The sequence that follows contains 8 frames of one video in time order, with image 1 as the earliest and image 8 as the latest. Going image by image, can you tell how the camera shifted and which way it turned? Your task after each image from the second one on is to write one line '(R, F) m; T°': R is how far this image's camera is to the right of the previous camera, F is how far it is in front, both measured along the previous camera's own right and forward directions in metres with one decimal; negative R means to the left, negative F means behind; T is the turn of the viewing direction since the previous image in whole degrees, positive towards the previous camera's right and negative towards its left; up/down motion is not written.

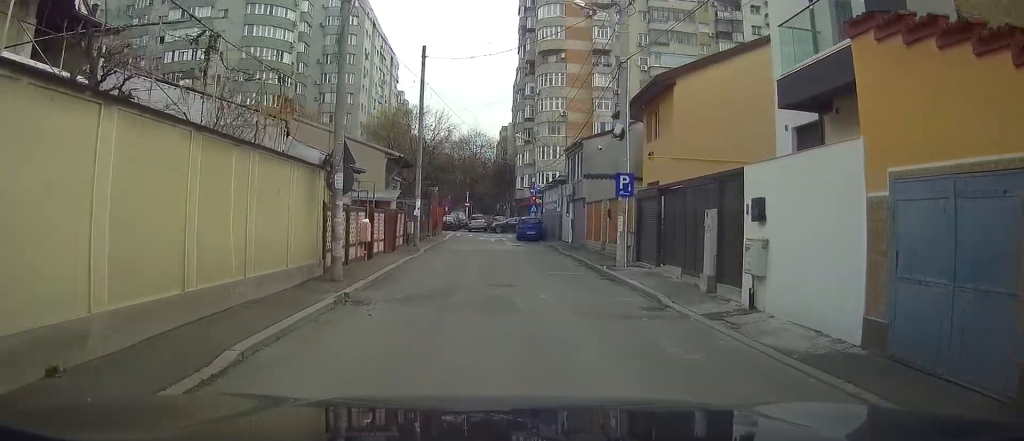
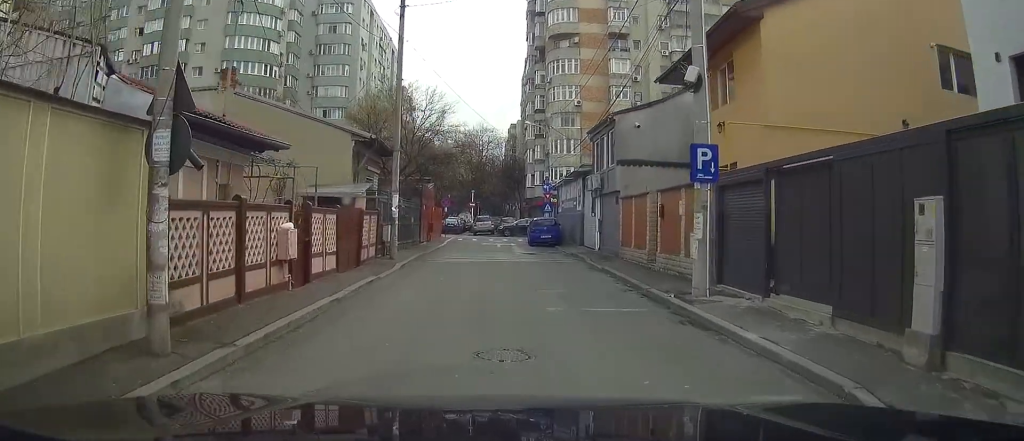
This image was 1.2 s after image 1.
(-0.2, +8.0) m; -2°
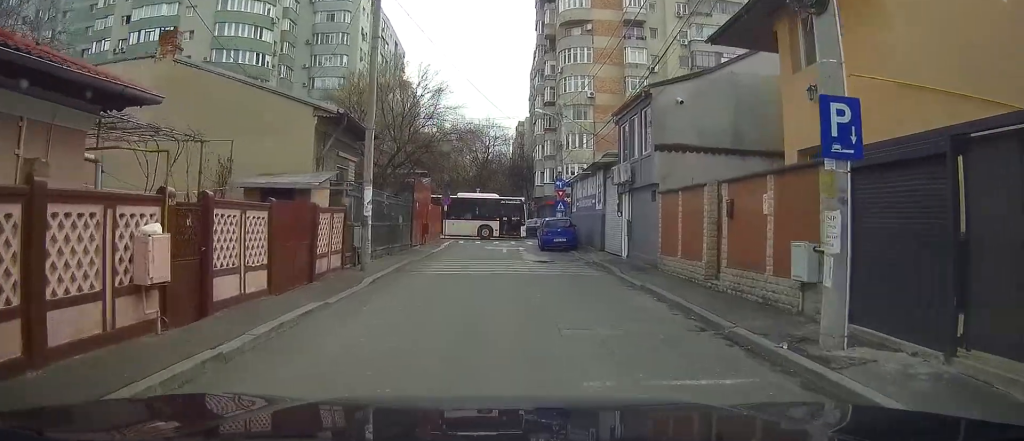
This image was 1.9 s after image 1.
(0.0, +5.3) m; 0°
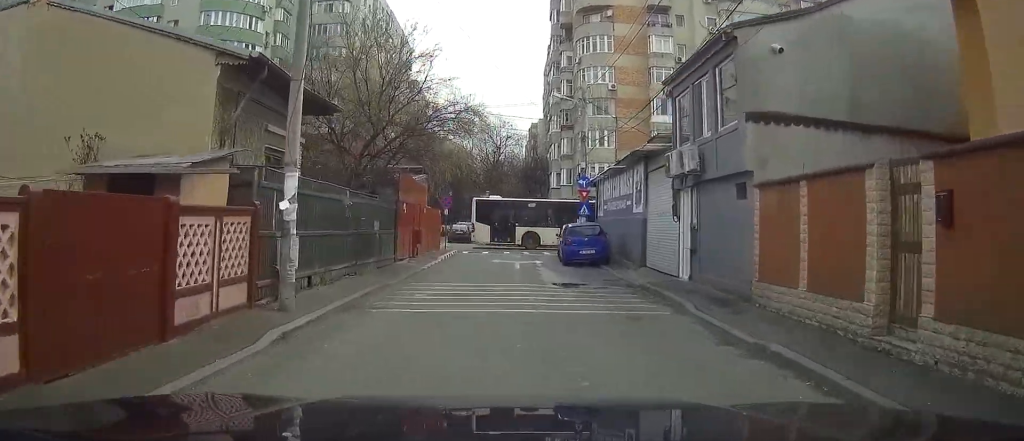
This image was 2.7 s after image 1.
(0.0, +7.0) m; -1°
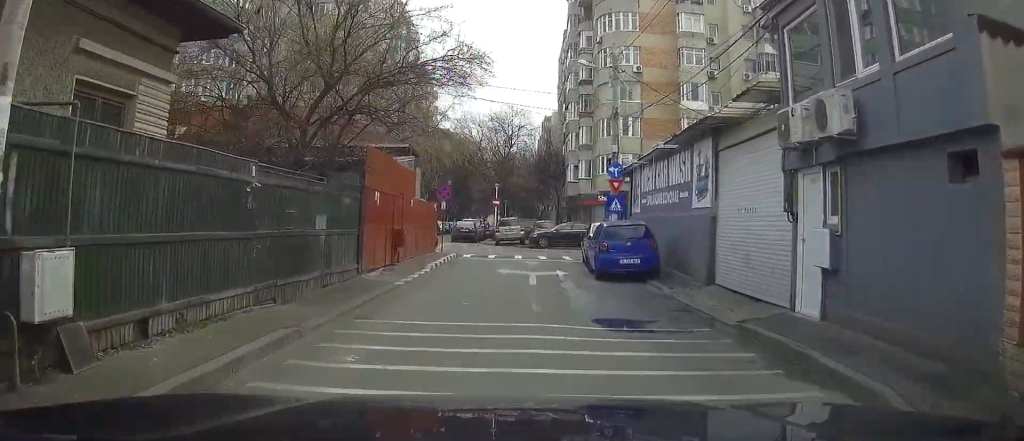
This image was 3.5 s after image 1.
(-0.1, +6.7) m; -1°
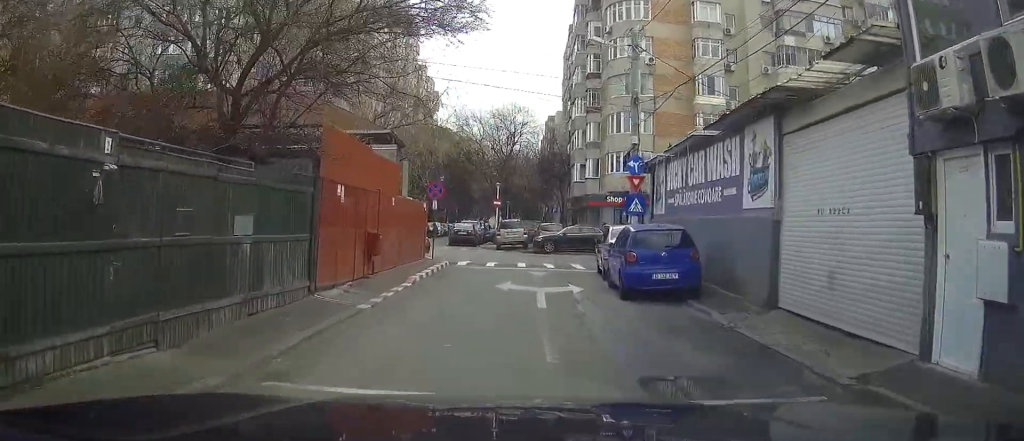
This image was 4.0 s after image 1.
(0.0, +3.8) m; 0°
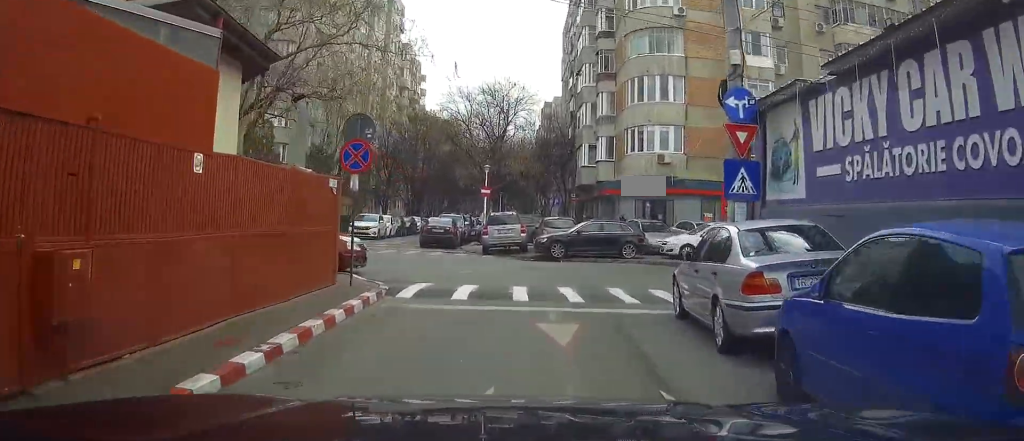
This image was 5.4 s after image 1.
(+0.2, +10.8) m; +2°
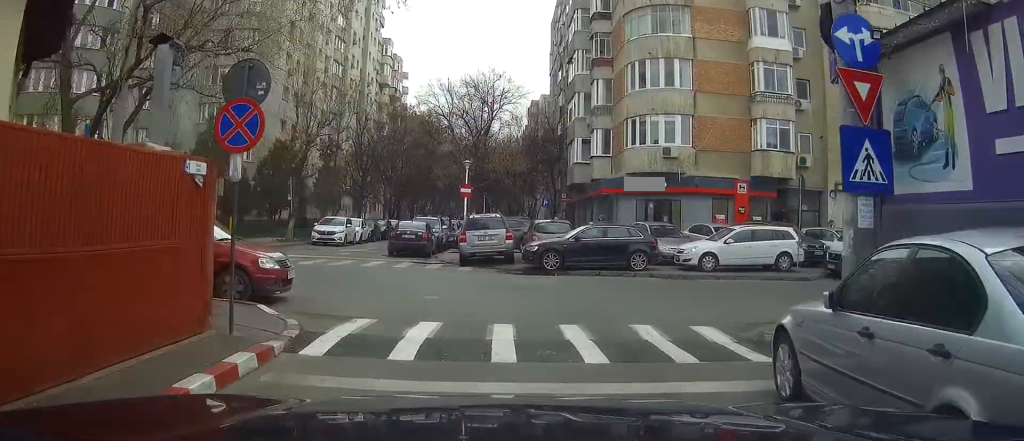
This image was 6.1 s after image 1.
(0.0, +4.5) m; +1°
